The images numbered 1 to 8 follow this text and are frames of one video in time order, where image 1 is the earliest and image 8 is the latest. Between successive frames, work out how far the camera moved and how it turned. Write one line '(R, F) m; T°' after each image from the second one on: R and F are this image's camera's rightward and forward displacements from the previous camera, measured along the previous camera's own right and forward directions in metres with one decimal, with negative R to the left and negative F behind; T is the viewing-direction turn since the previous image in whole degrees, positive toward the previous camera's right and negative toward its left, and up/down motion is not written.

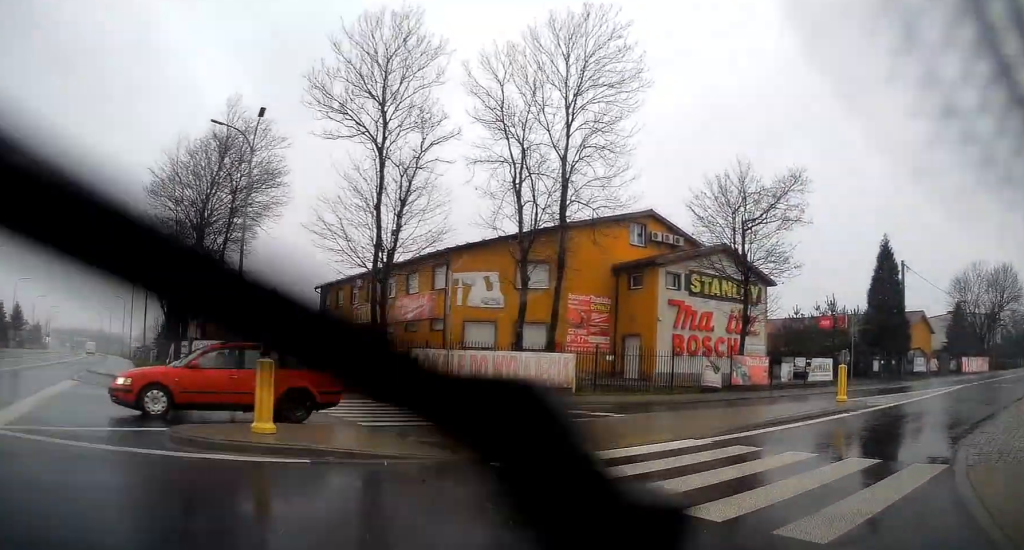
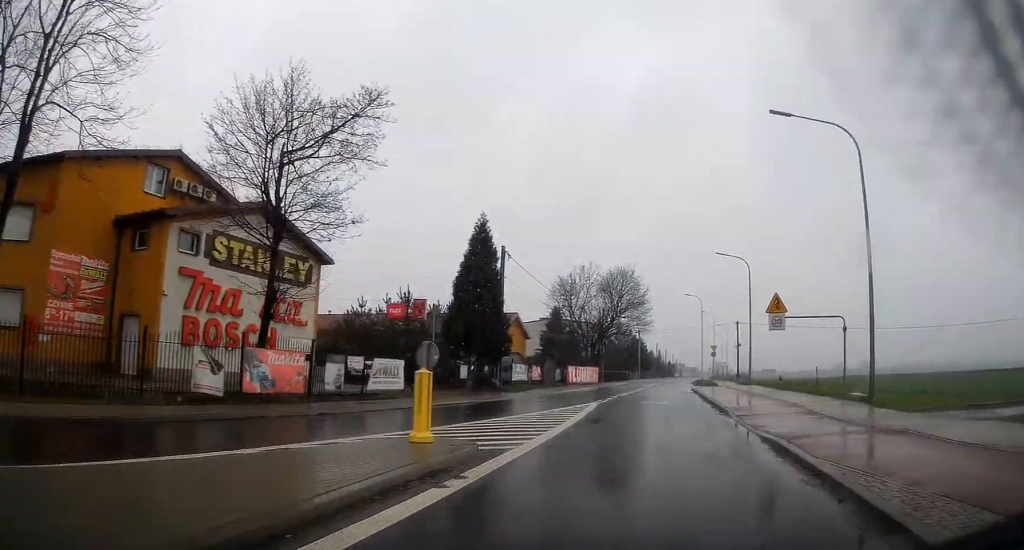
(+3.2, +9.0) m; +39°
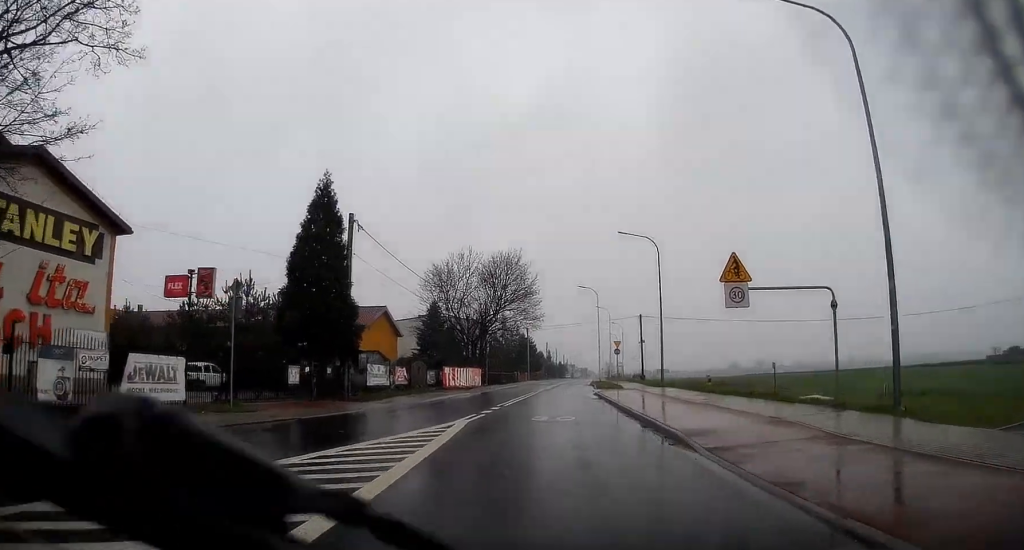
(+1.4, +7.7) m; +13°
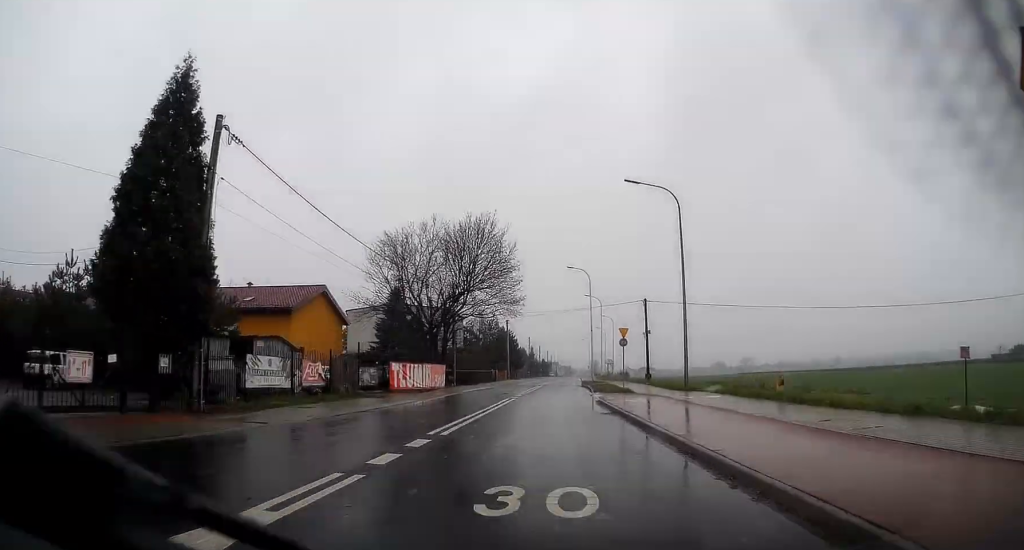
(+0.5, +10.8) m; +3°
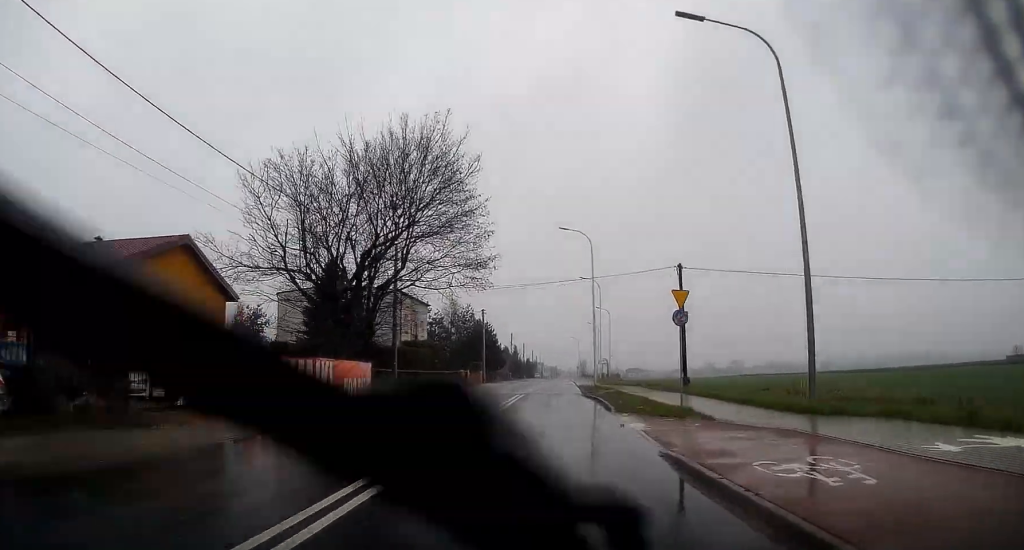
(0.0, +15.3) m; +1°
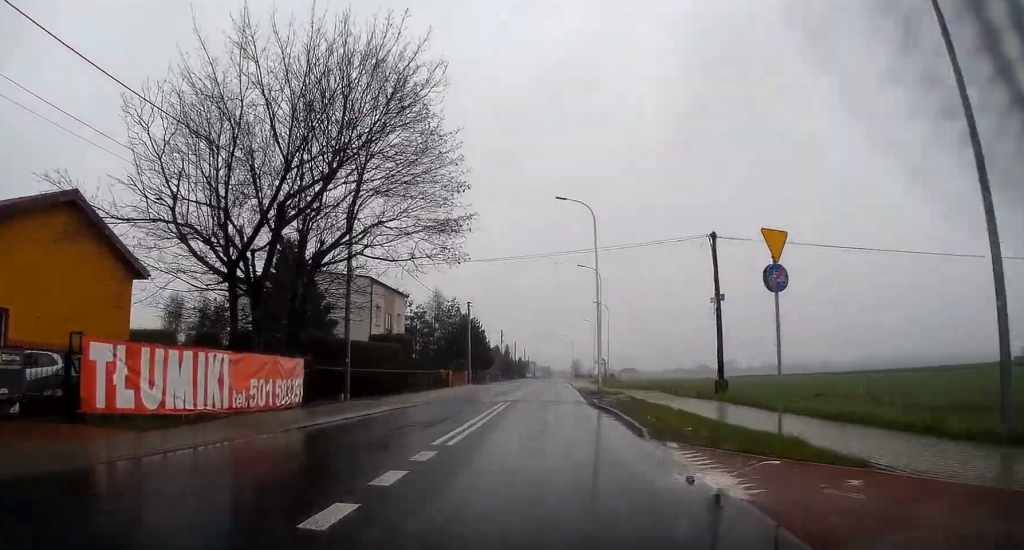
(+0.1, +7.3) m; 0°
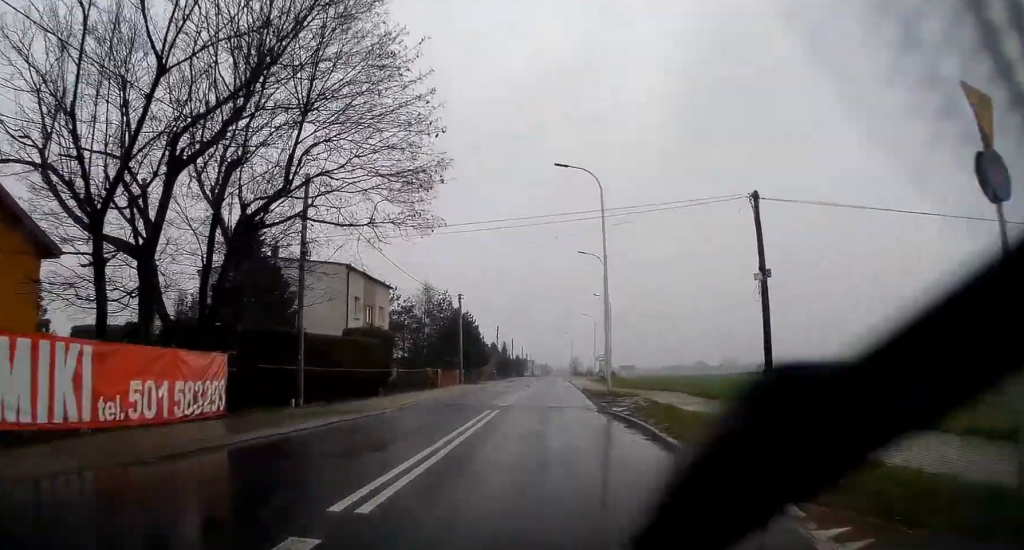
(+0.1, +5.0) m; 0°
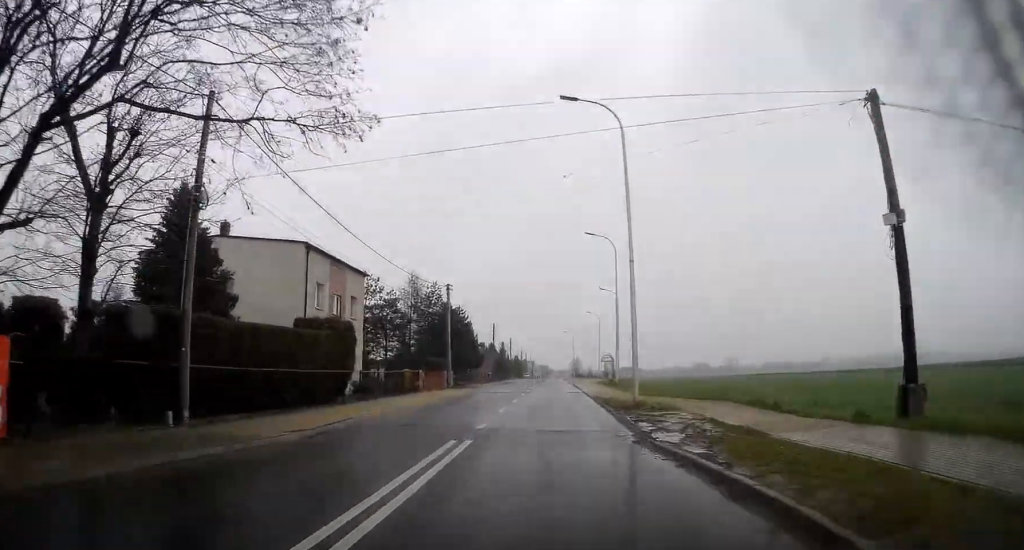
(-0.1, +7.5) m; 0°
